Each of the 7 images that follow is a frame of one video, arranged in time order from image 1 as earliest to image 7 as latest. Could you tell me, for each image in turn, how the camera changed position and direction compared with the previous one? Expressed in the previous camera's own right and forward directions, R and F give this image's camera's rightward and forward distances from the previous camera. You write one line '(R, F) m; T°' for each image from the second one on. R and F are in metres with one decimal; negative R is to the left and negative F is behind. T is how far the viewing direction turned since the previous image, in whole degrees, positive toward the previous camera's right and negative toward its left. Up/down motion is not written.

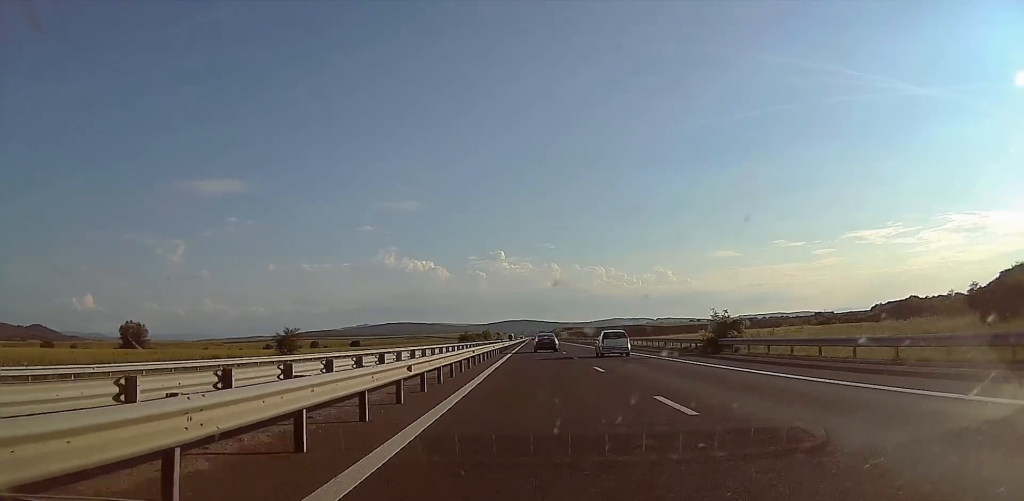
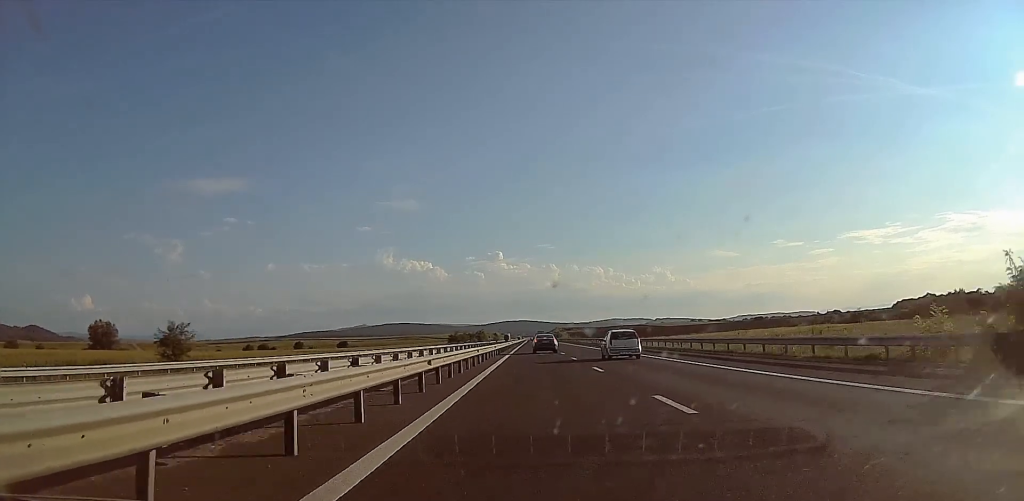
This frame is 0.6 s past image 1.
(0.0, +23.6) m; 0°
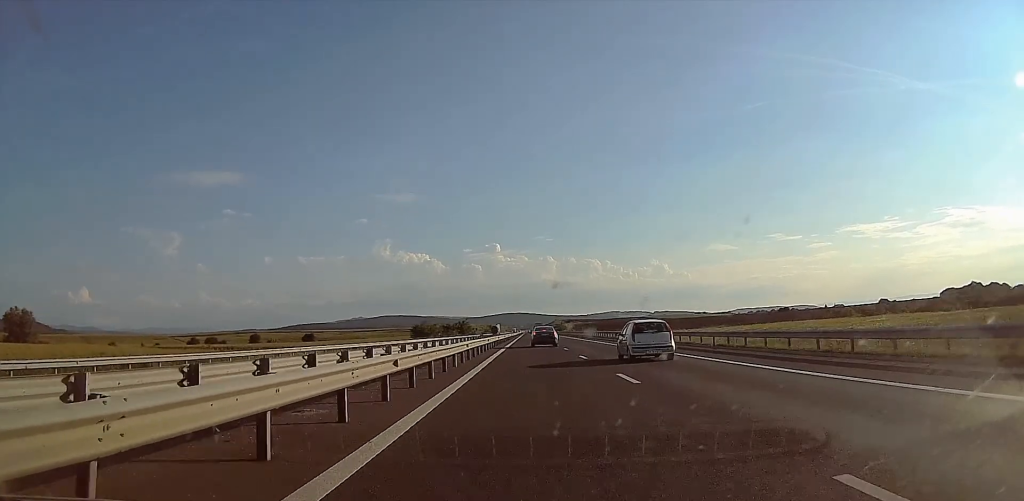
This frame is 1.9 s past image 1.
(0.0, +55.4) m; 0°
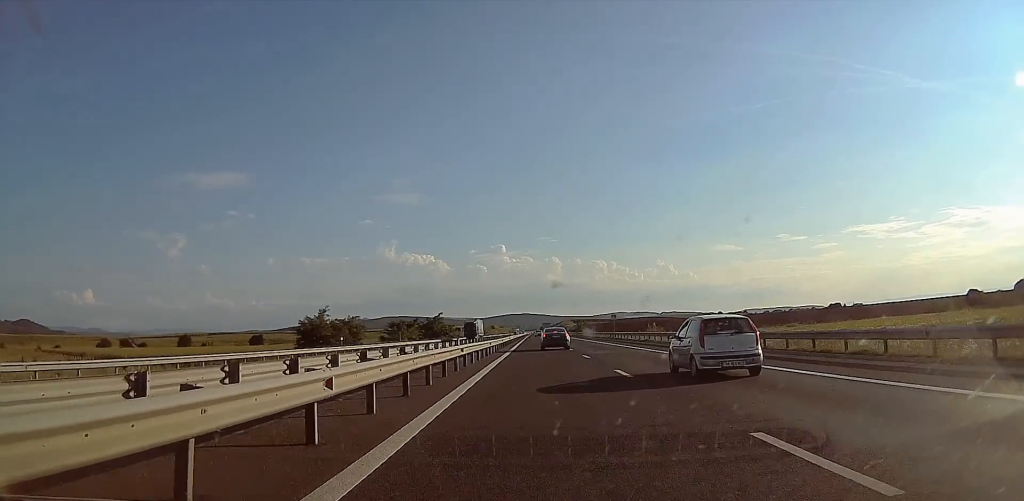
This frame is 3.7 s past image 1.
(-0.8, +71.7) m; -1°
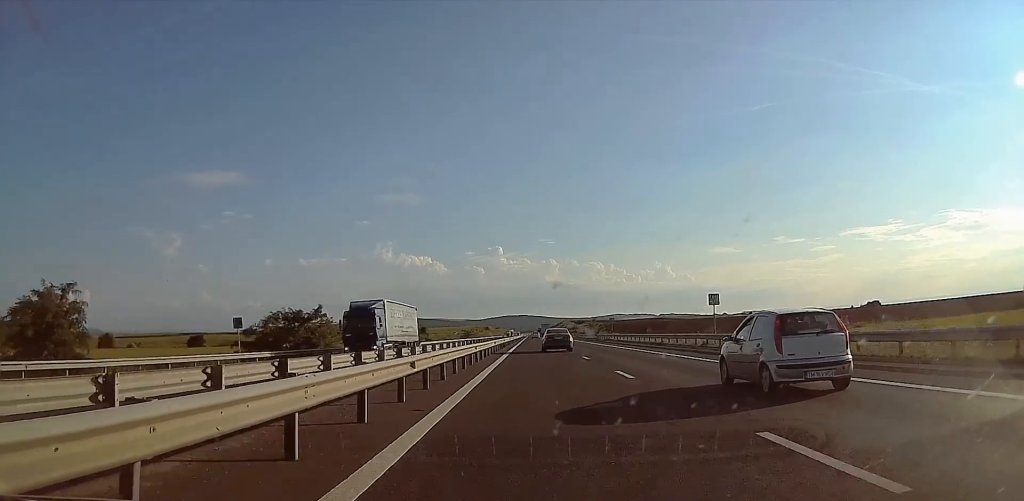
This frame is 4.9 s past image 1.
(-0.2, +49.9) m; 0°
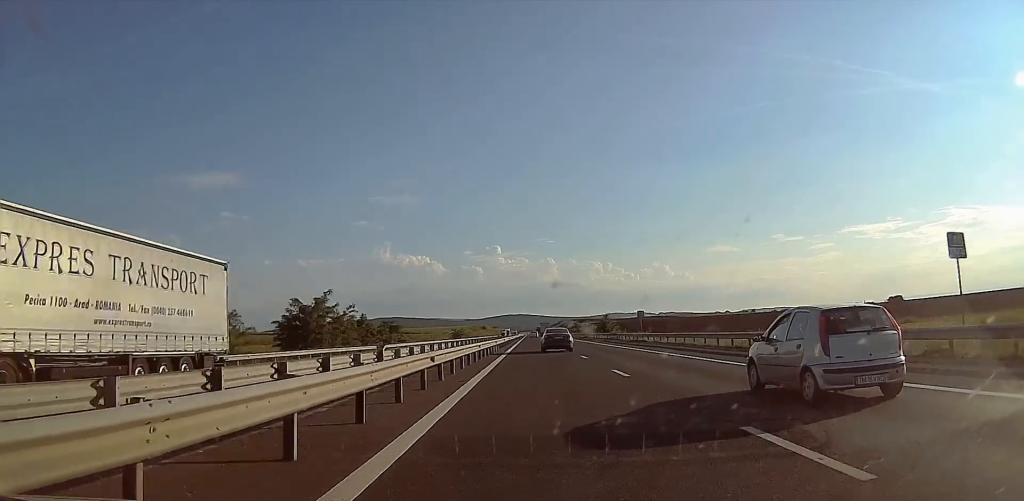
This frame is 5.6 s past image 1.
(0.0, +24.3) m; 0°
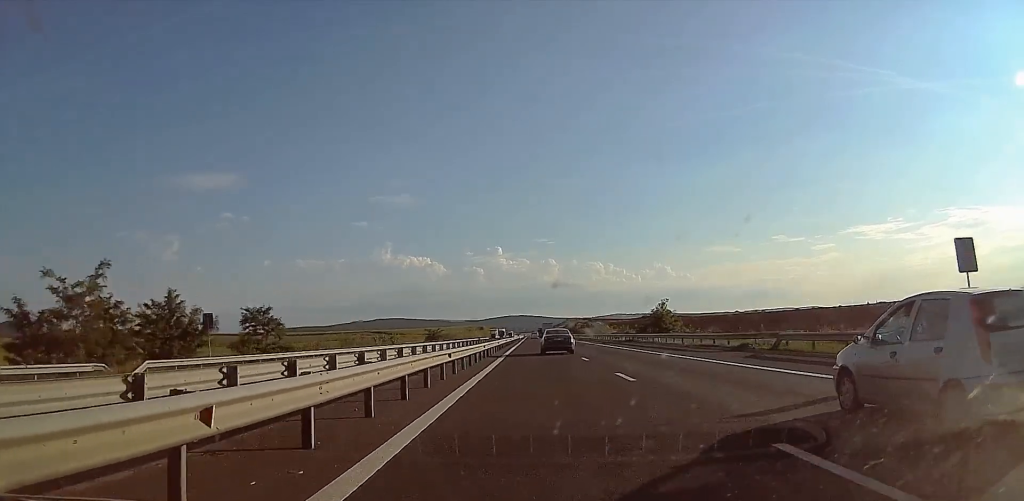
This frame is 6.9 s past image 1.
(0.0, +50.5) m; +1°
